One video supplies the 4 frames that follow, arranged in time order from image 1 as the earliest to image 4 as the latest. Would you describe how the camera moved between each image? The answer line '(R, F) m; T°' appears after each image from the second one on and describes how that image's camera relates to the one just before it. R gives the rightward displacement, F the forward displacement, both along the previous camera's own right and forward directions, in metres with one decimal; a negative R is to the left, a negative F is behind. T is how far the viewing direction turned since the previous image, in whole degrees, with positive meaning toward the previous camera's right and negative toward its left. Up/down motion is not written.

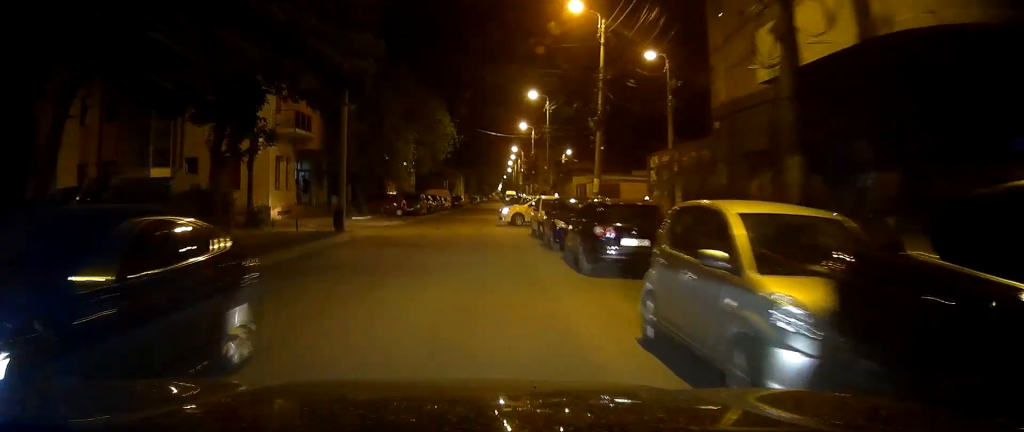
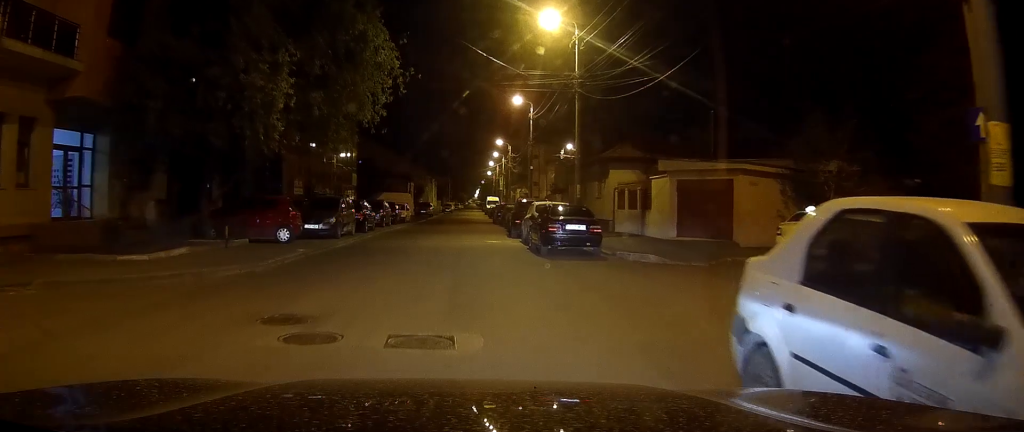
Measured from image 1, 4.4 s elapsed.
(+1.2, +20.9) m; -7°
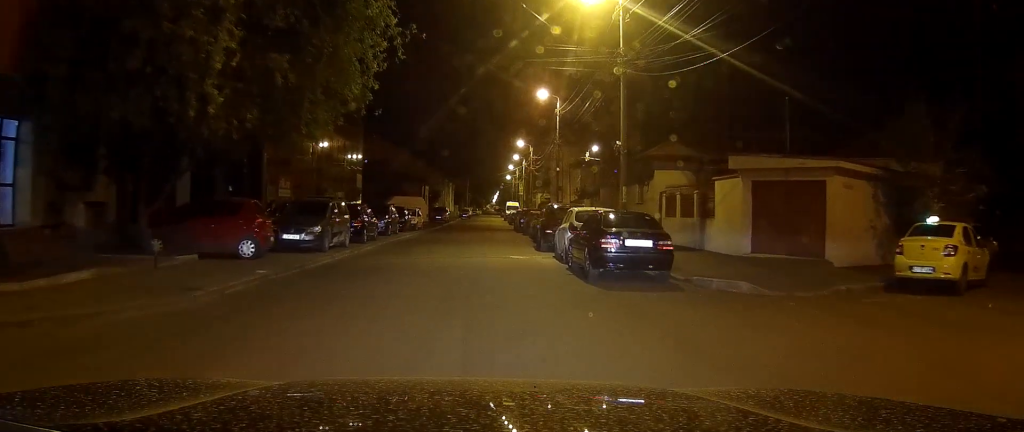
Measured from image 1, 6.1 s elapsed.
(-0.7, +6.5) m; -8°
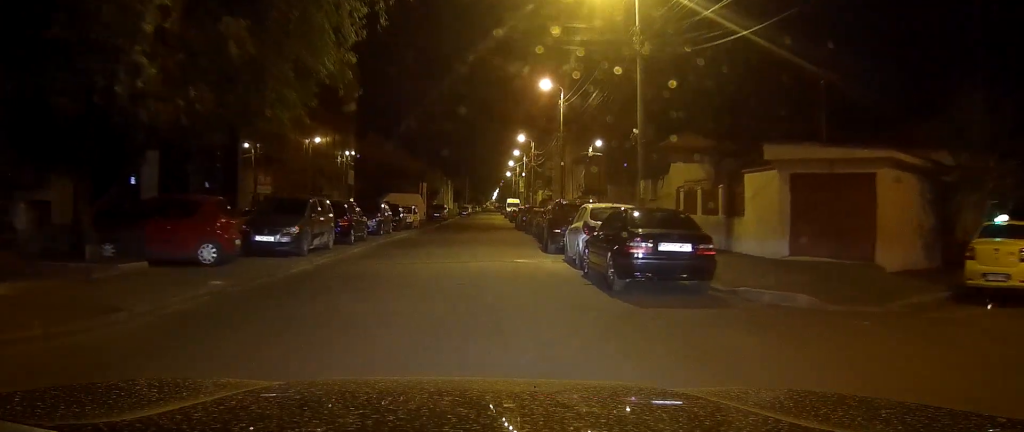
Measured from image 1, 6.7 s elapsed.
(0.0, +2.9) m; -1°
